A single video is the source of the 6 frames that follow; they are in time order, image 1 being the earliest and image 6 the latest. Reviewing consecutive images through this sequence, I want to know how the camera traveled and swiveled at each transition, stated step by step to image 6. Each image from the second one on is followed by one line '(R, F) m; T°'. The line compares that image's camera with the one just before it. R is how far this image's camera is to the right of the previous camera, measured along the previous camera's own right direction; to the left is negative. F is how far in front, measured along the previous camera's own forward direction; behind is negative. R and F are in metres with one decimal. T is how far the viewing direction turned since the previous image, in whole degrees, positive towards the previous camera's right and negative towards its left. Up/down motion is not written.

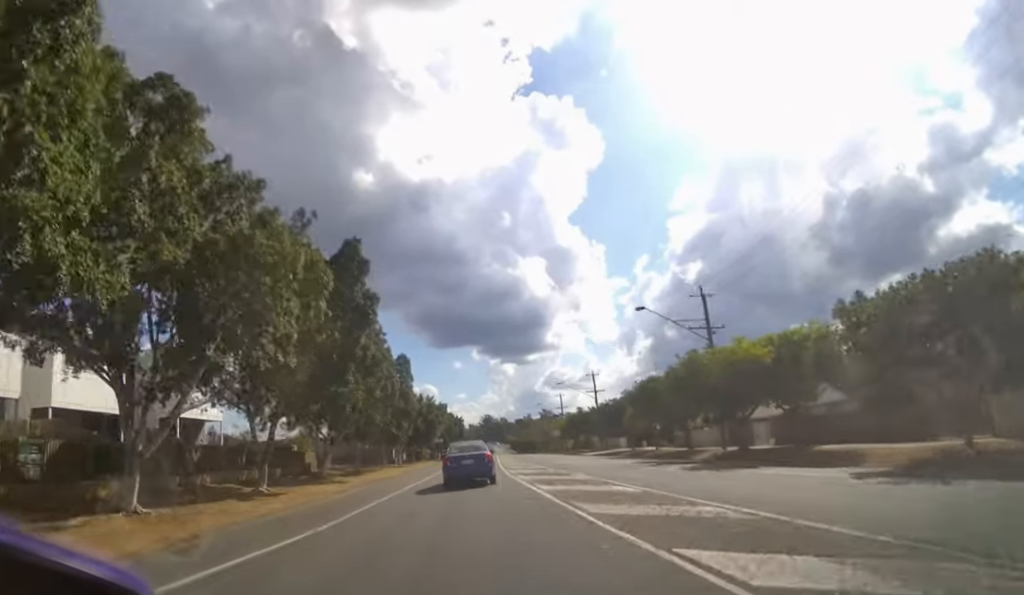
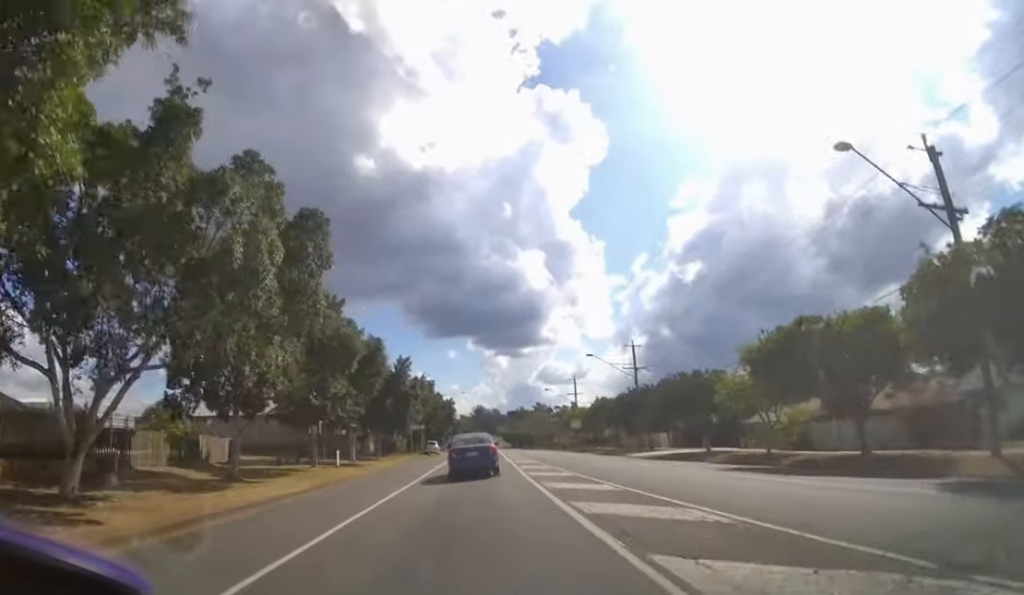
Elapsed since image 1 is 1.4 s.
(-0.4, +20.8) m; -1°
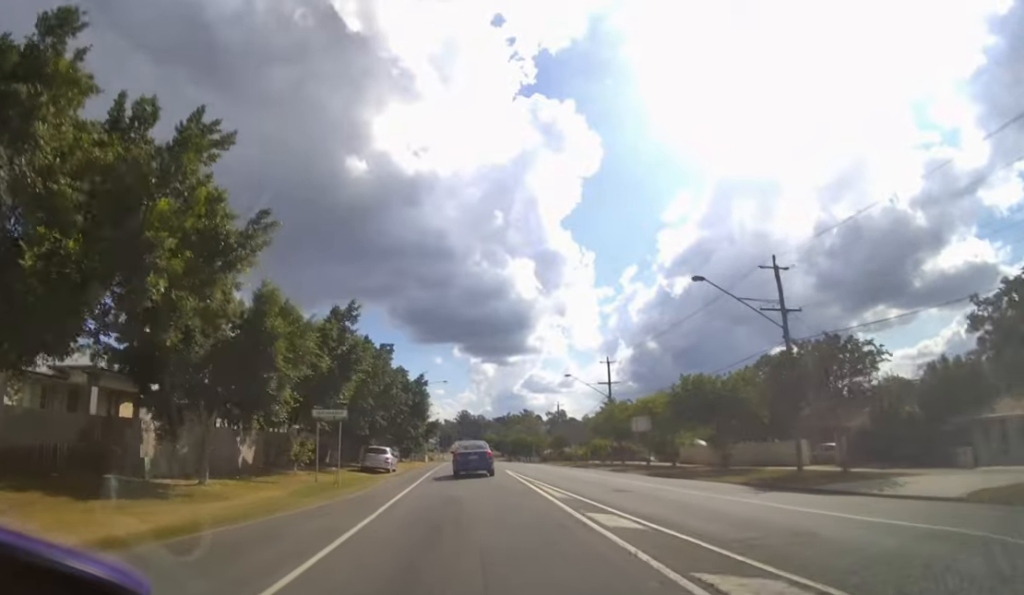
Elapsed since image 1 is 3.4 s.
(+0.4, +27.0) m; +2°
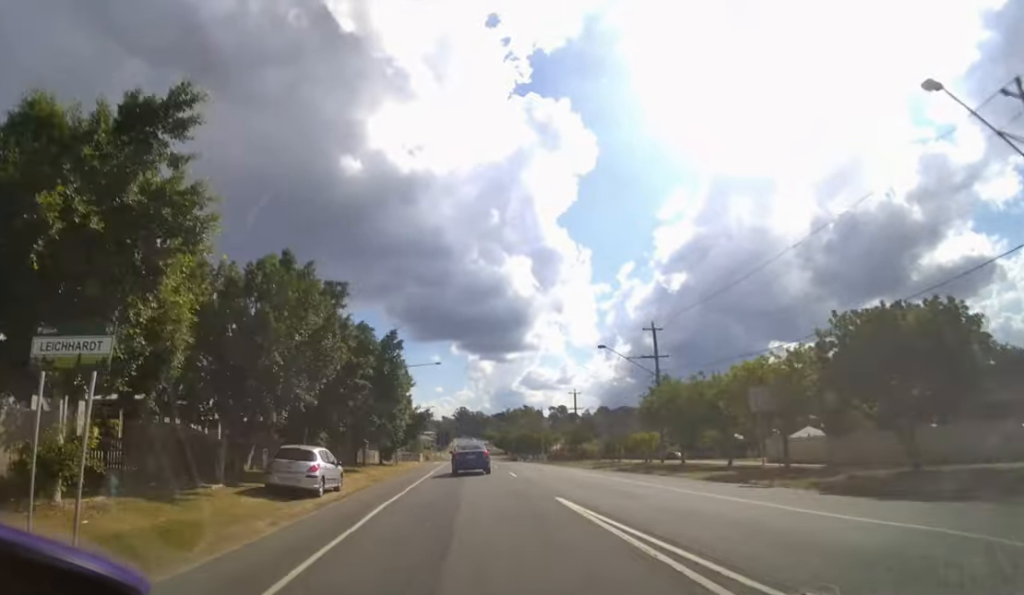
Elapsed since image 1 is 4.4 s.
(0.0, +14.6) m; 0°
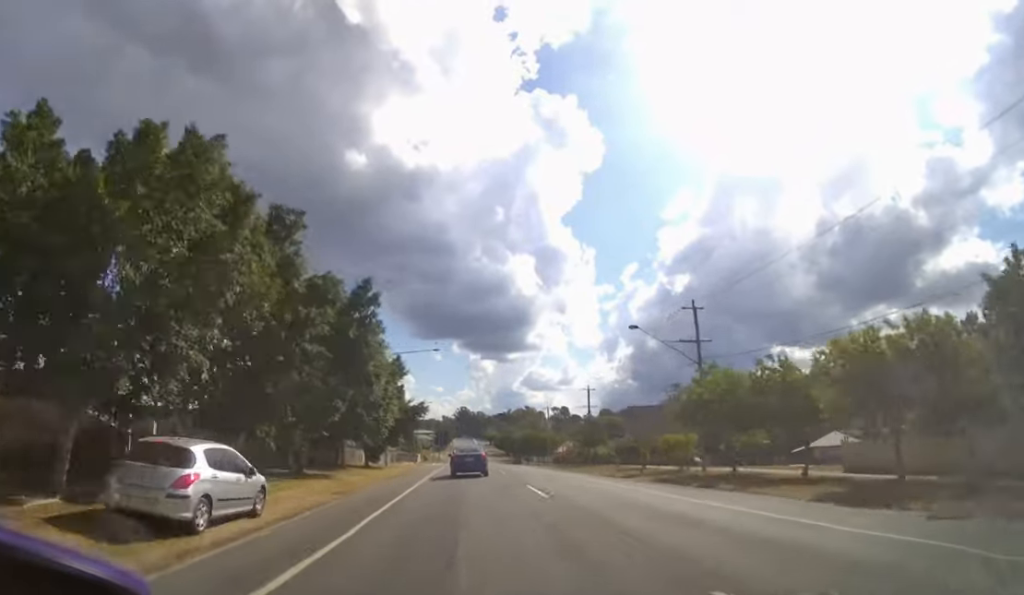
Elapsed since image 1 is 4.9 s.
(0.0, +6.7) m; 0°
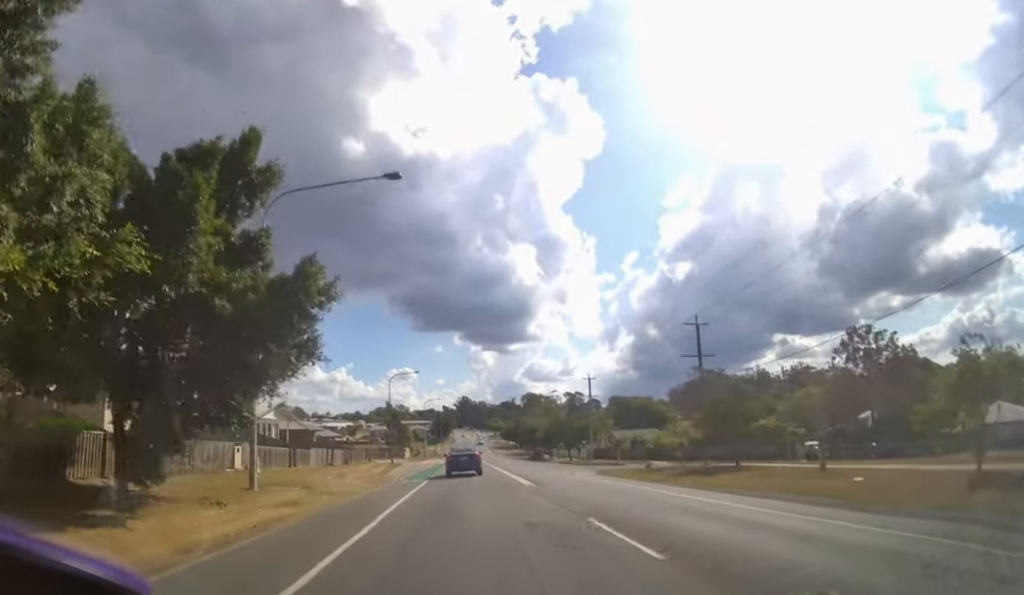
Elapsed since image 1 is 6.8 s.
(0.0, +27.3) m; -1°
